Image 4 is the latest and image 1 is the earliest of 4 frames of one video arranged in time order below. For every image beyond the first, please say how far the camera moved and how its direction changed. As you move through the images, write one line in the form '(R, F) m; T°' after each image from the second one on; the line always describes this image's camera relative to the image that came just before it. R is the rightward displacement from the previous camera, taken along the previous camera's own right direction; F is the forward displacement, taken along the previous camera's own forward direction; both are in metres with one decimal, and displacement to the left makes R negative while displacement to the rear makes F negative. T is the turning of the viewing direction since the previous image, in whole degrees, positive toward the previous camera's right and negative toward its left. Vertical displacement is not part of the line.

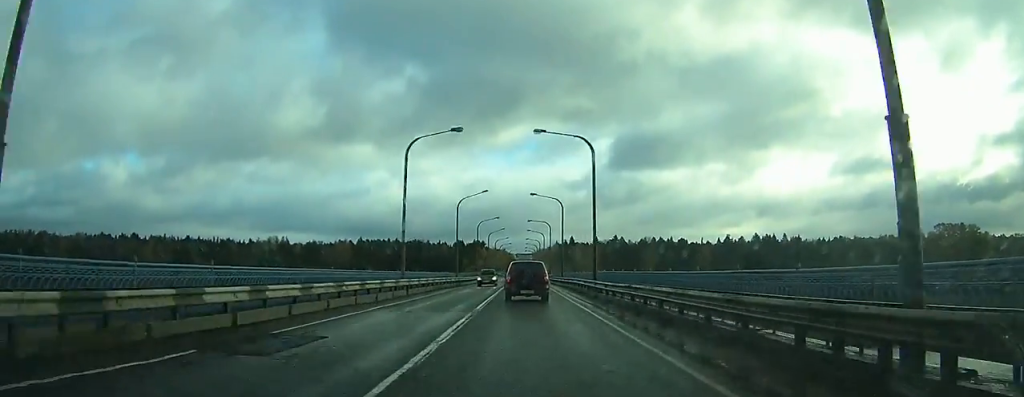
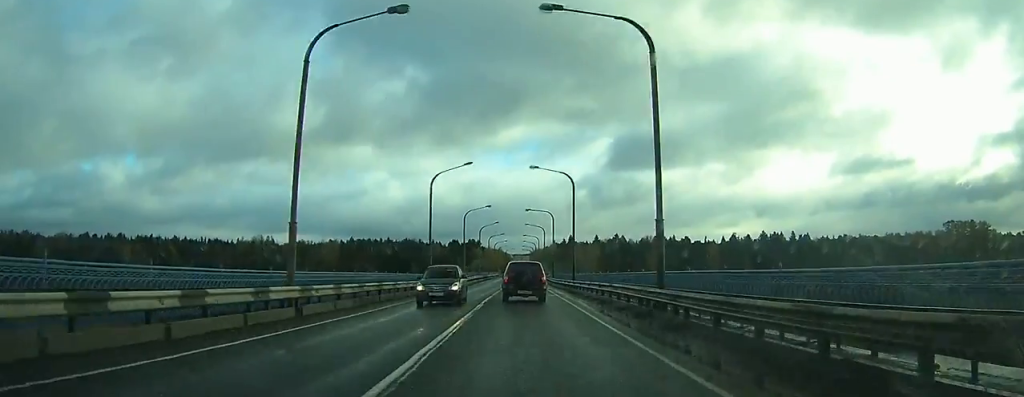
(-0.1, +15.0) m; 0°
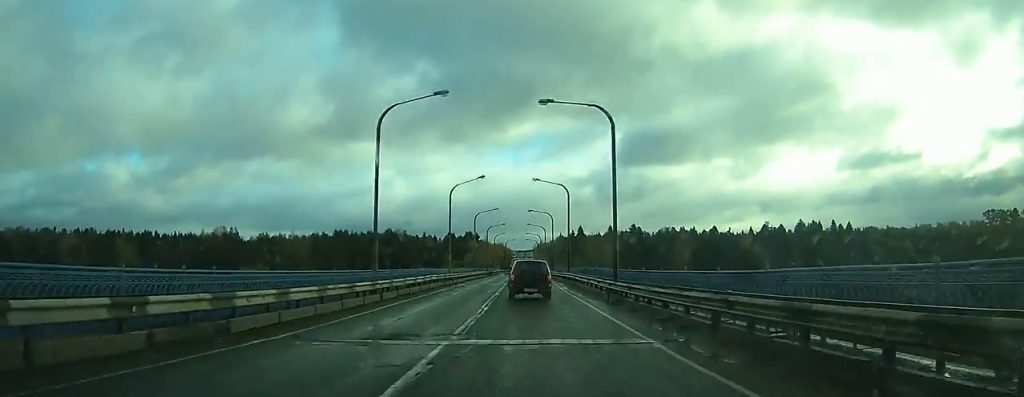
(-0.3, +41.5) m; -1°
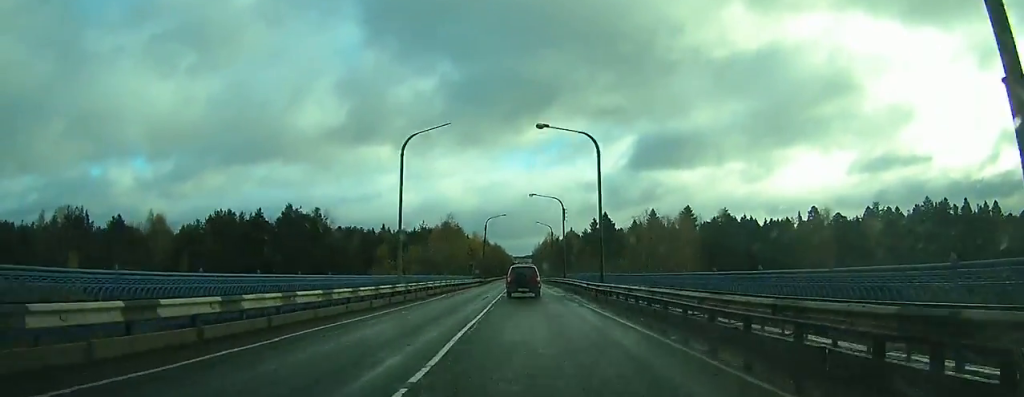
(+1.4, +96.3) m; +1°
